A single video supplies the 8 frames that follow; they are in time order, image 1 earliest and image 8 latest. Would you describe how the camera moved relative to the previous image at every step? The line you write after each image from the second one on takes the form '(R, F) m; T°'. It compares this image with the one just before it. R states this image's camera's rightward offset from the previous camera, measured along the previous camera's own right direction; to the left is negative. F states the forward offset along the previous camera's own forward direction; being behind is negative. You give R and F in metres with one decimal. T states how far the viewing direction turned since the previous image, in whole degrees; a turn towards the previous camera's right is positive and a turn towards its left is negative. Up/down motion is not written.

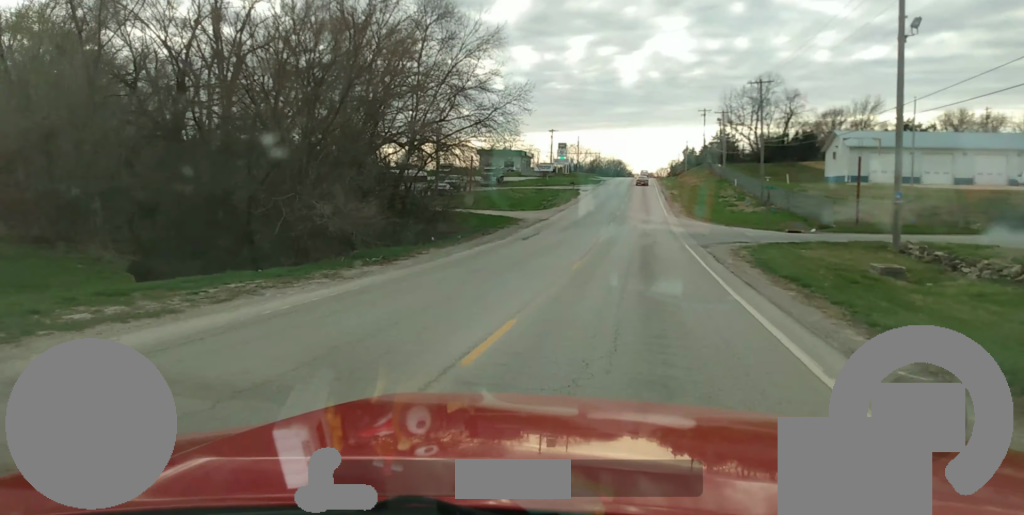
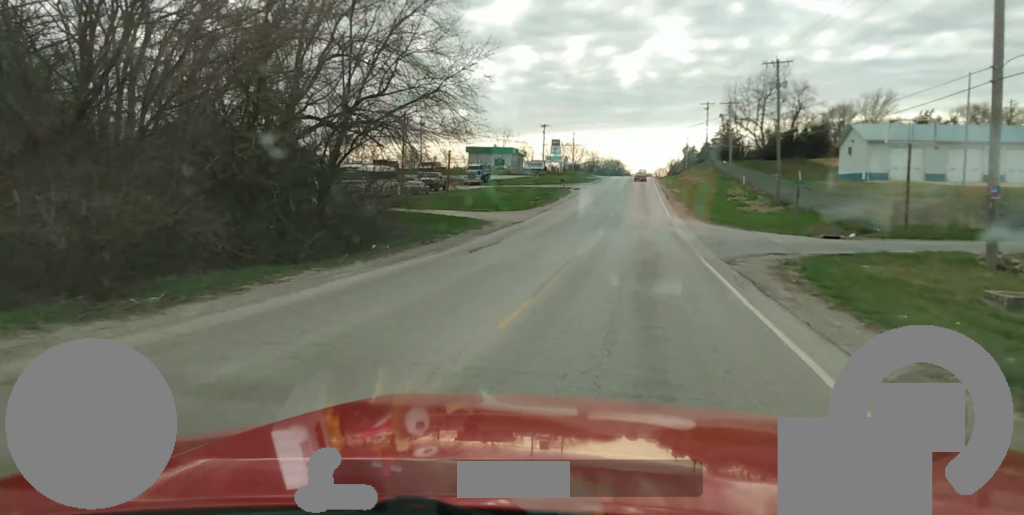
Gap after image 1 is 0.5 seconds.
(0.0, +10.2) m; 0°
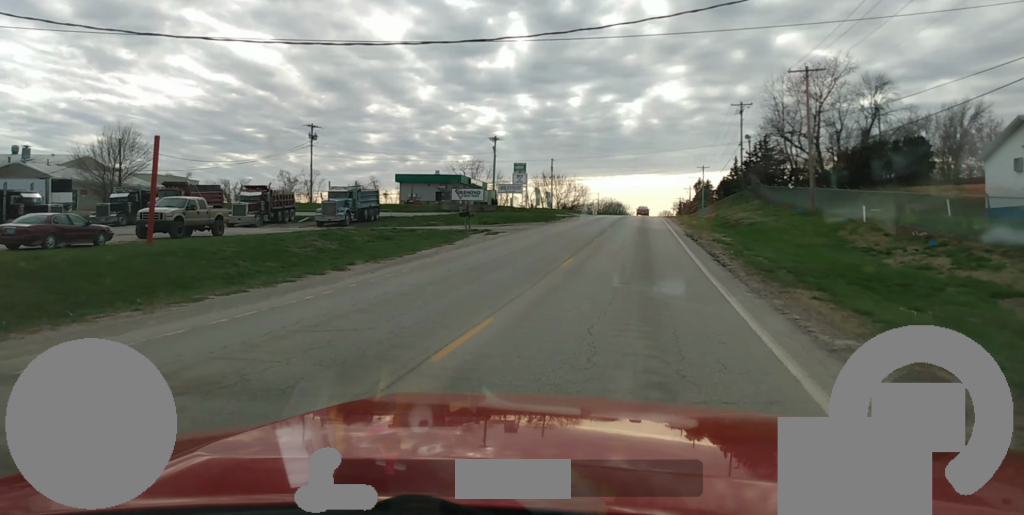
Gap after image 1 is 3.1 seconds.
(+0.3, +49.0) m; 0°
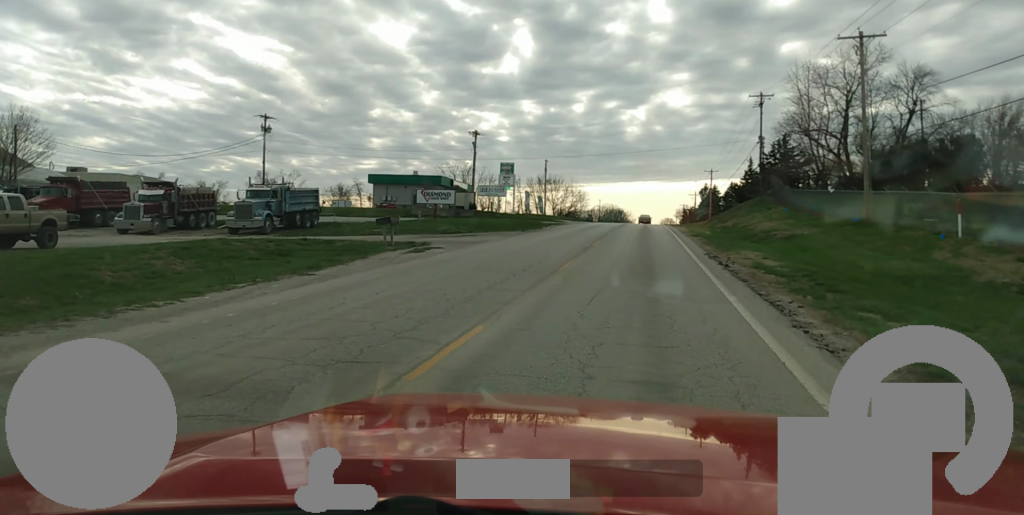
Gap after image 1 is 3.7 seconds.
(-0.1, +13.1) m; -1°
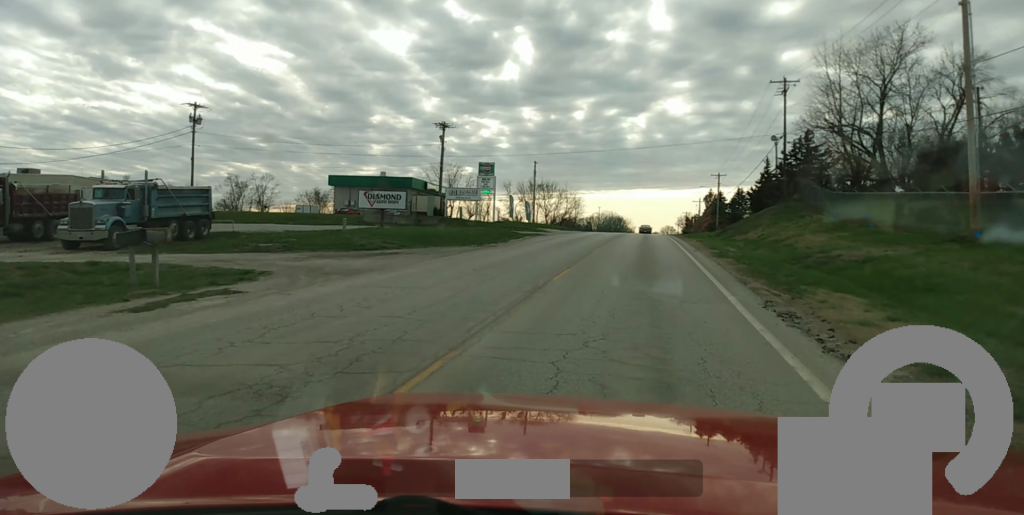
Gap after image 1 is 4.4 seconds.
(-0.1, +13.9) m; 0°
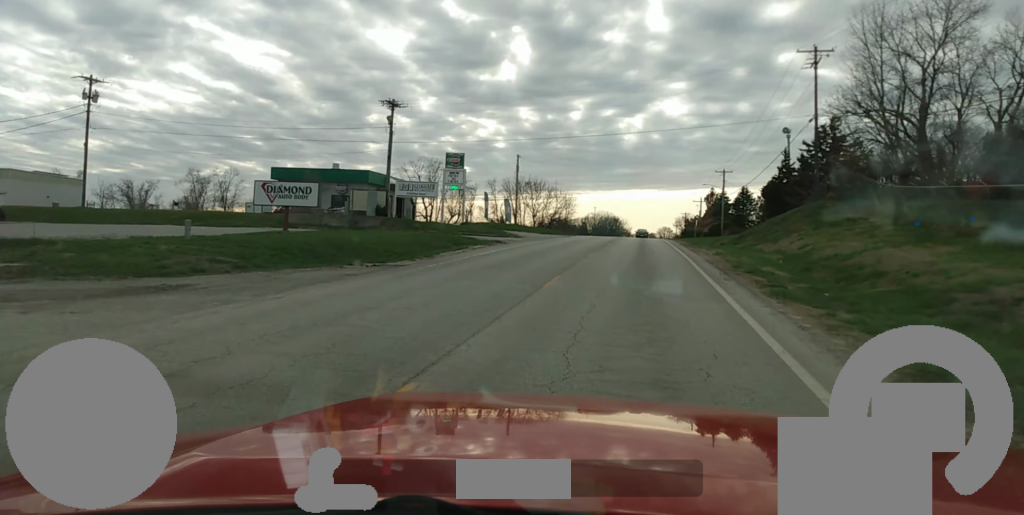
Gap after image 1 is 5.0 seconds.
(-0.1, +13.3) m; 0°
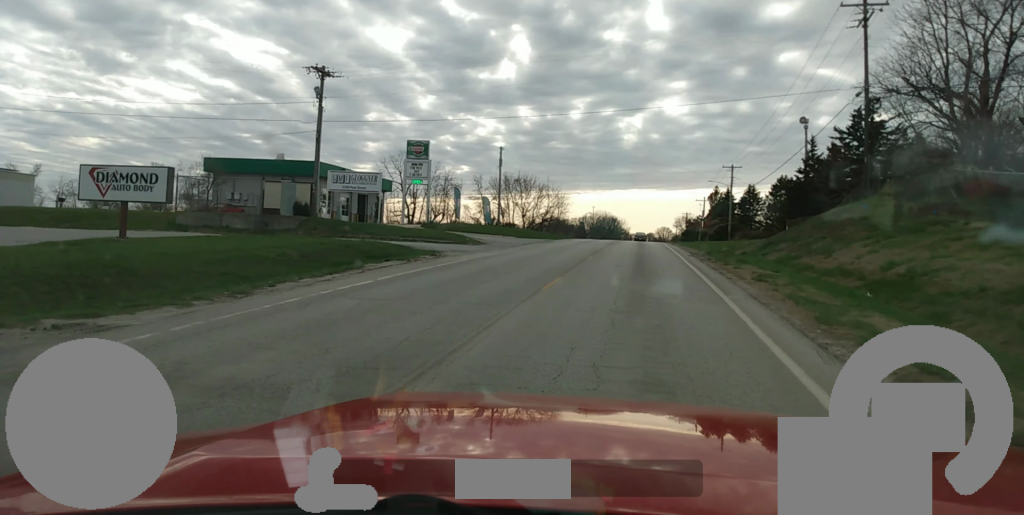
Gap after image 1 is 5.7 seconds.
(+0.1, +13.3) m; 0°
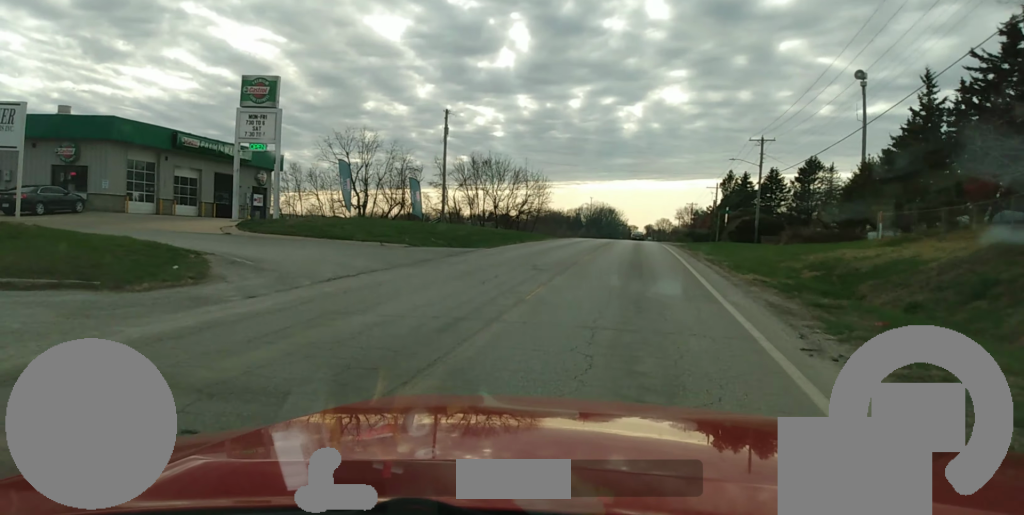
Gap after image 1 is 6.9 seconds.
(+0.1, +25.1) m; 0°
